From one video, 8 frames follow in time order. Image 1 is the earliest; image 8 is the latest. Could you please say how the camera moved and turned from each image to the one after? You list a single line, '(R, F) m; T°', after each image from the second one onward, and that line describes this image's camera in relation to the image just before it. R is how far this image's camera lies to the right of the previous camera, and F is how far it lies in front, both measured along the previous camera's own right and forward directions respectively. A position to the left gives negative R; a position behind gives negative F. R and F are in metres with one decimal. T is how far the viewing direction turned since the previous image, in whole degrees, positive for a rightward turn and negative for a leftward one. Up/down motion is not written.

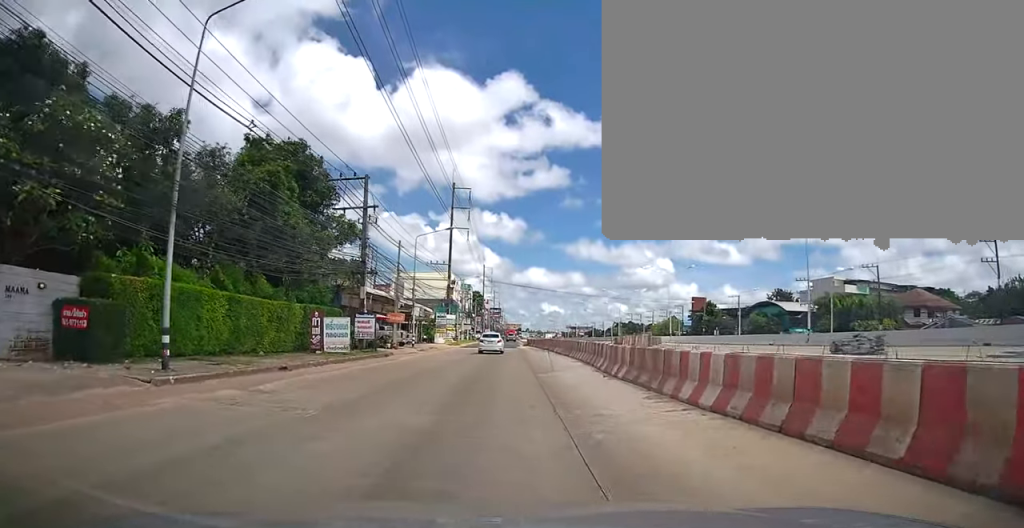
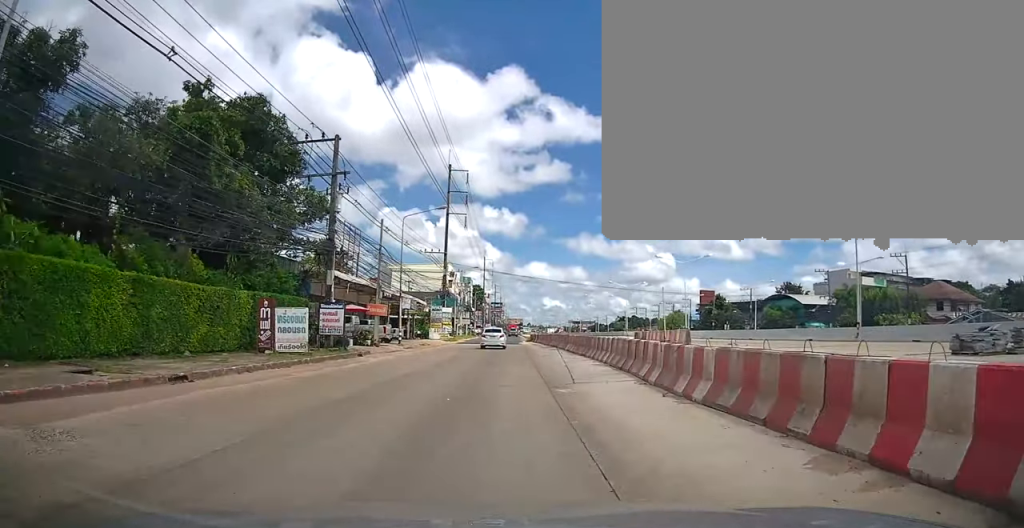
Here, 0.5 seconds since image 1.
(0.0, +5.8) m; 0°
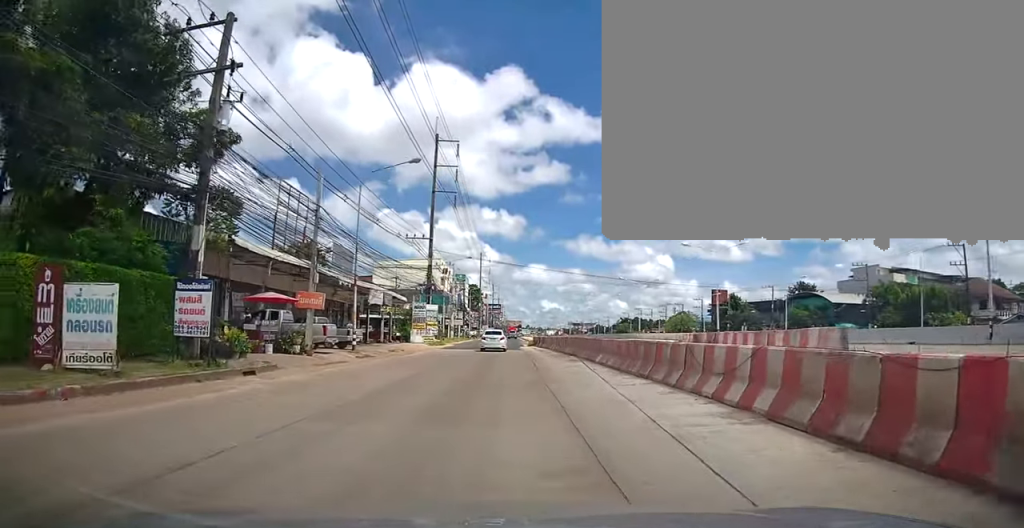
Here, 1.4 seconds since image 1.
(-0.1, +10.9) m; 0°
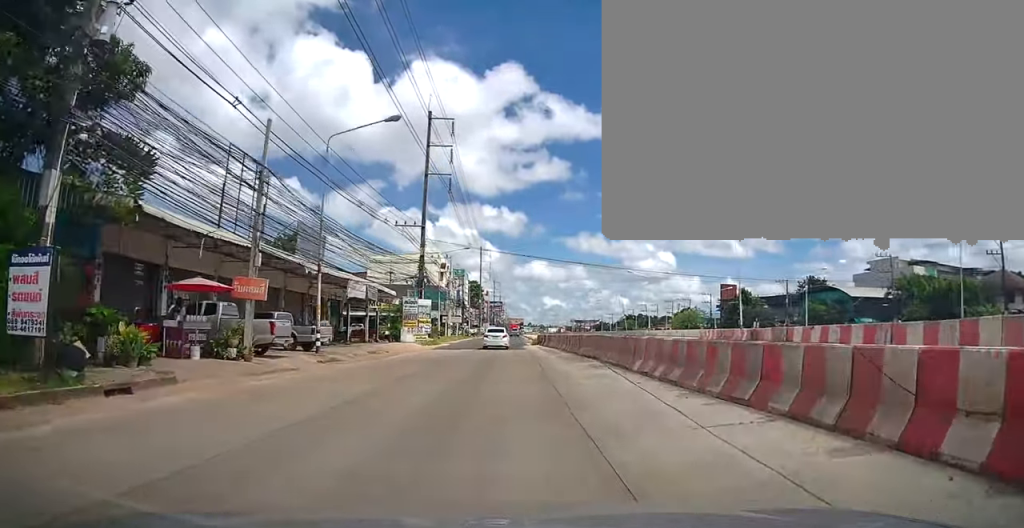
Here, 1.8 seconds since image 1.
(0.0, +5.4) m; +1°
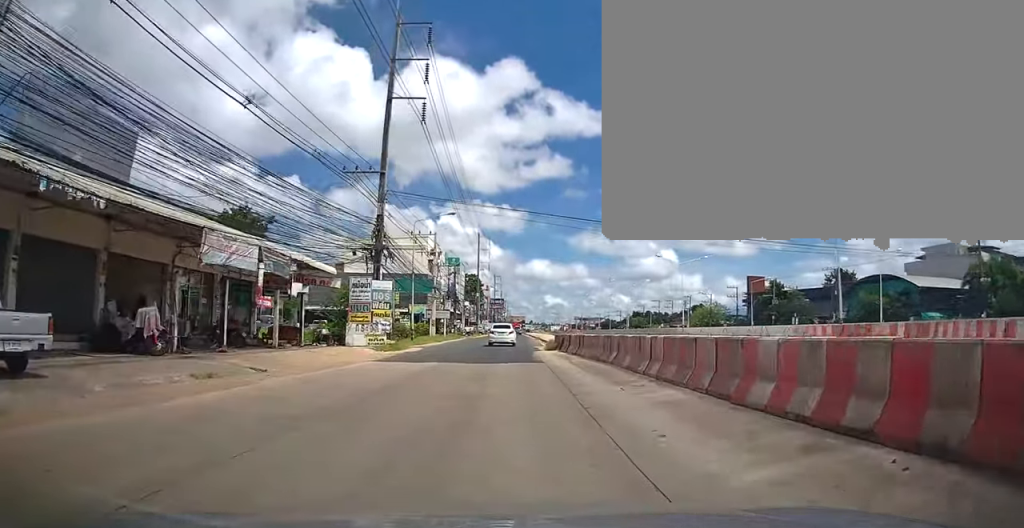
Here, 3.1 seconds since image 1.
(+0.6, +16.2) m; +2°
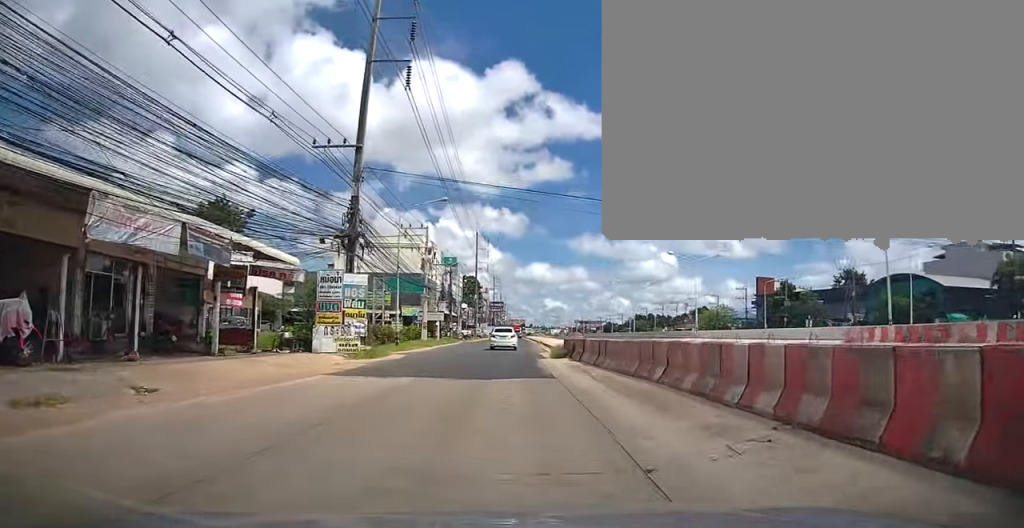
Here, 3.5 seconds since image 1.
(+0.2, +5.5) m; 0°
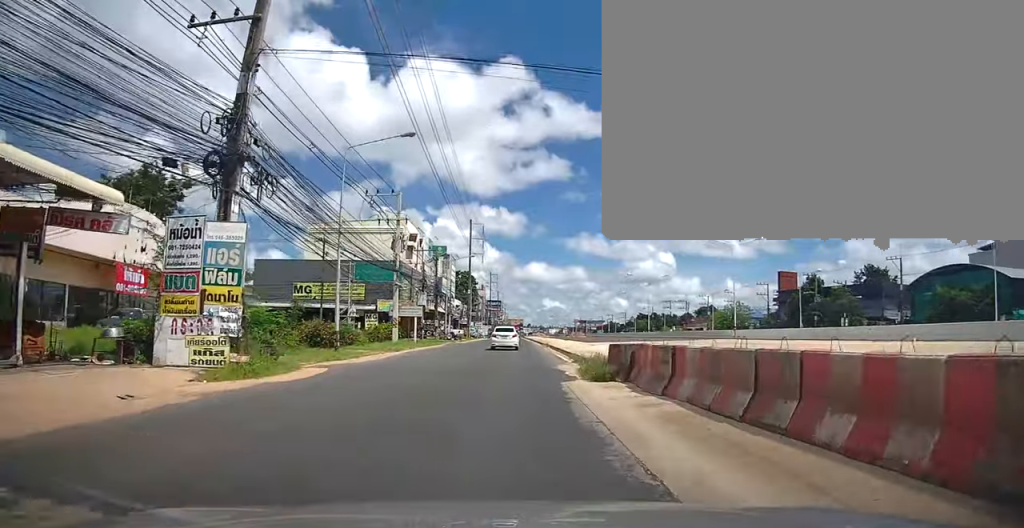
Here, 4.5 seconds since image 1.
(-0.7, +12.0) m; 0°
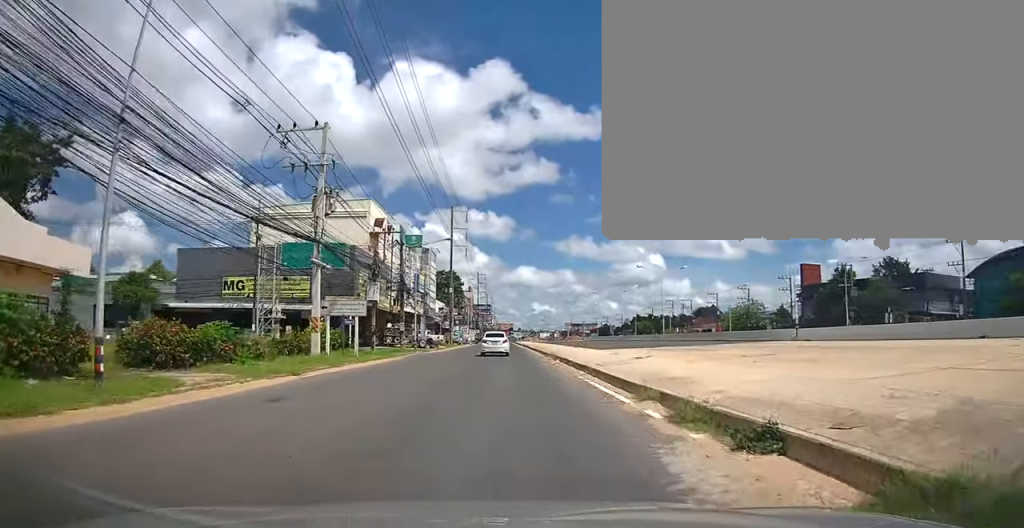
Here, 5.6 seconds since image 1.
(+0.8, +13.9) m; 0°
